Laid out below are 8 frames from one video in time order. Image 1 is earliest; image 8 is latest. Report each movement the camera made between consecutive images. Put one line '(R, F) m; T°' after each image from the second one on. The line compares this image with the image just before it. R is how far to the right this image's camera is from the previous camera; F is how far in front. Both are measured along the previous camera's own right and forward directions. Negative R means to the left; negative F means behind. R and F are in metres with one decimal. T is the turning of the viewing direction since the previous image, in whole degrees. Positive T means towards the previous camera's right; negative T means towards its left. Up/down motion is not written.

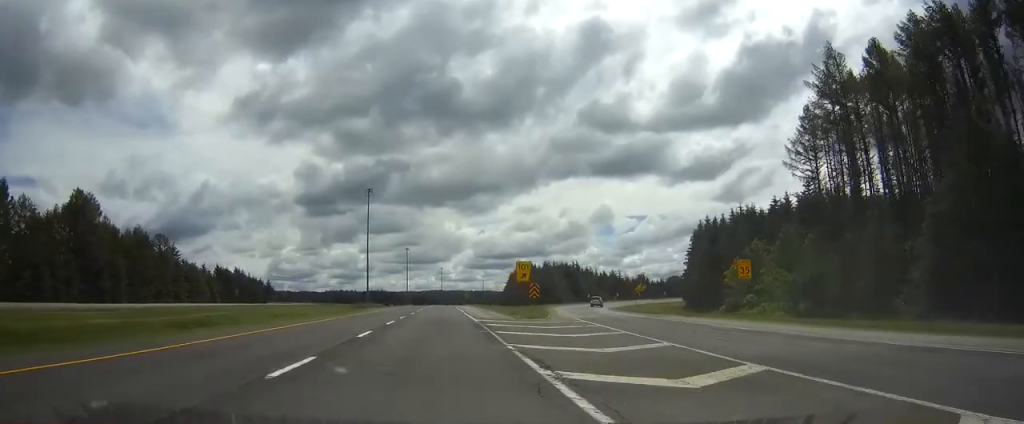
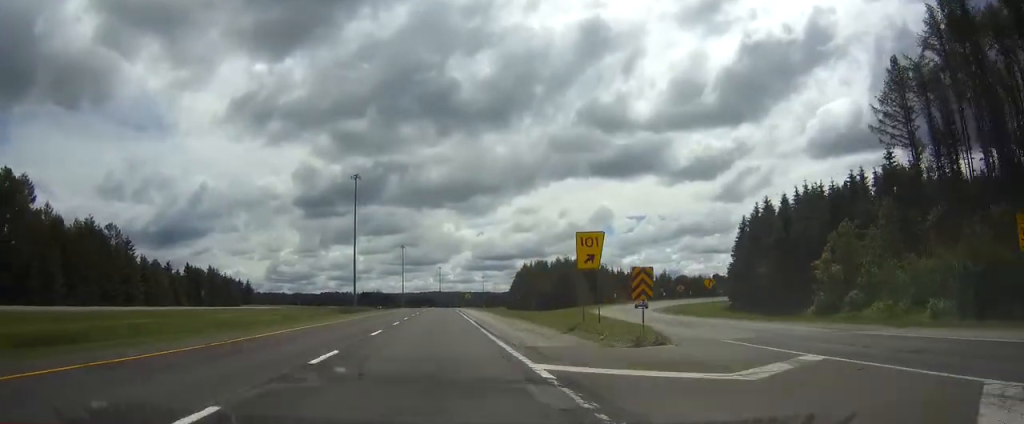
(-0.1, +23.2) m; 0°
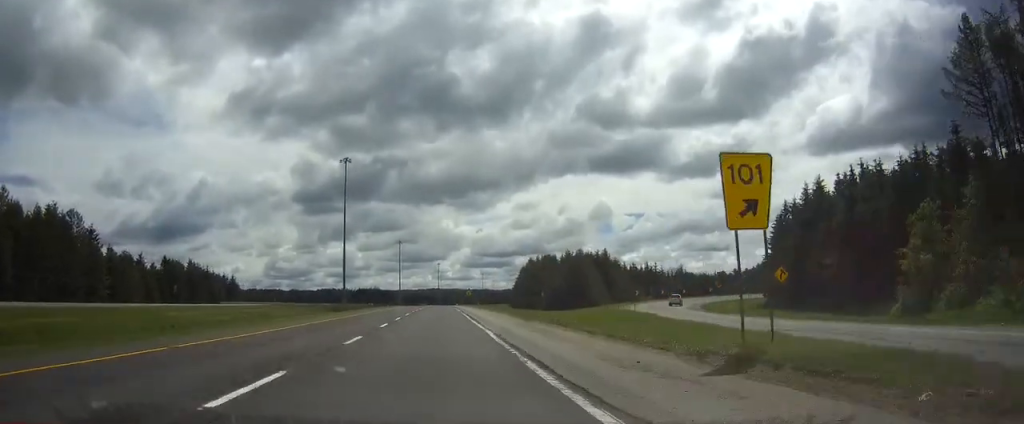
(0.0, +14.8) m; 0°
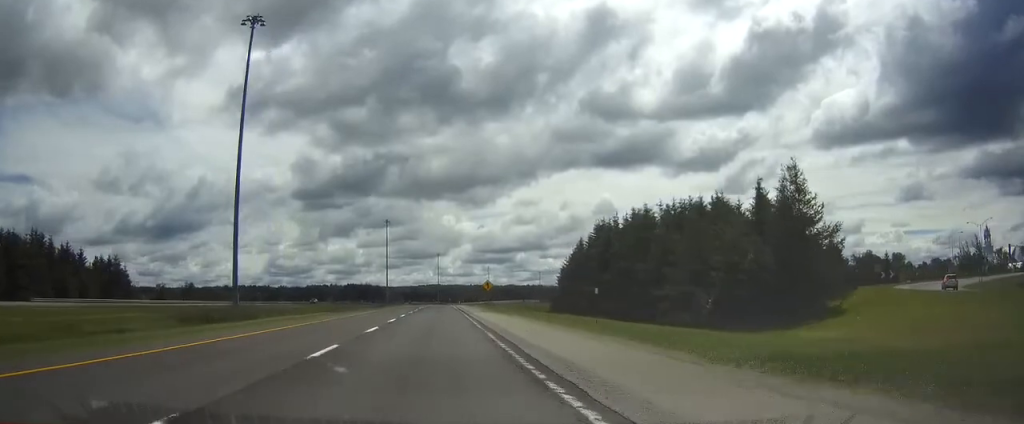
(+0.3, +74.9) m; 0°
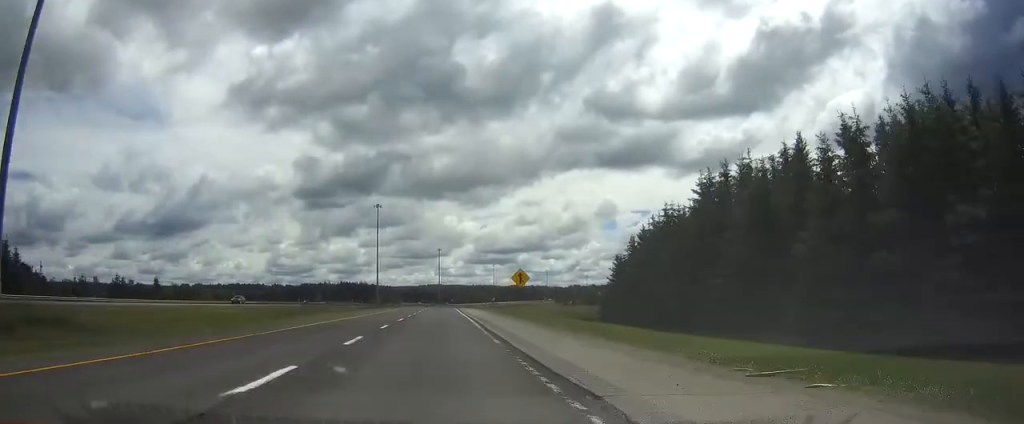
(-0.1, +40.2) m; 0°
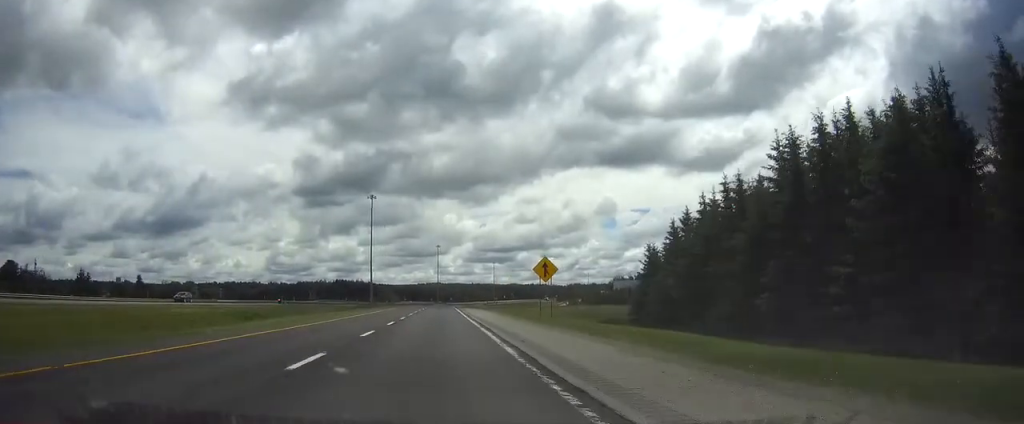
(+0.1, +14.8) m; 0°
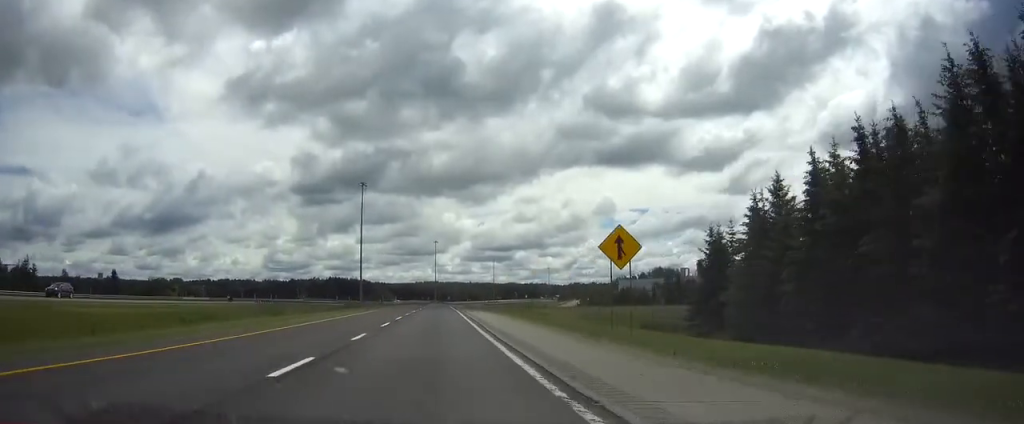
(+0.1, +19.1) m; 0°
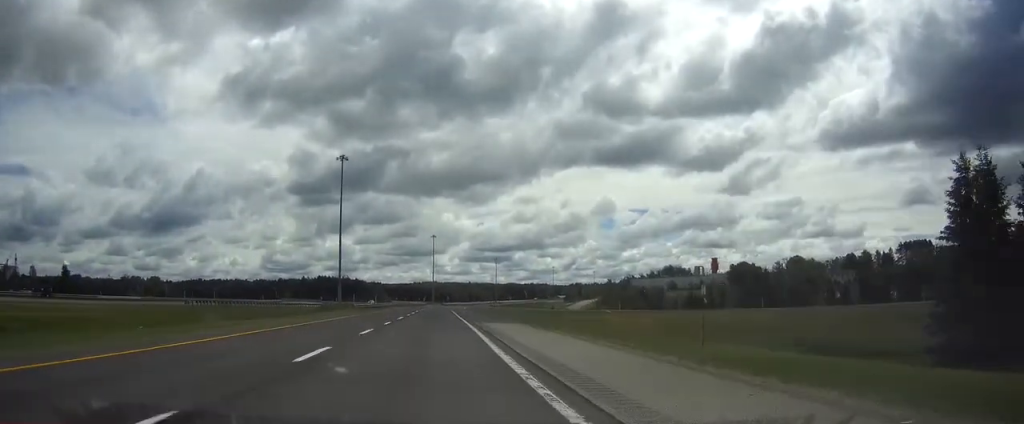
(0.0, +32.9) m; 0°
